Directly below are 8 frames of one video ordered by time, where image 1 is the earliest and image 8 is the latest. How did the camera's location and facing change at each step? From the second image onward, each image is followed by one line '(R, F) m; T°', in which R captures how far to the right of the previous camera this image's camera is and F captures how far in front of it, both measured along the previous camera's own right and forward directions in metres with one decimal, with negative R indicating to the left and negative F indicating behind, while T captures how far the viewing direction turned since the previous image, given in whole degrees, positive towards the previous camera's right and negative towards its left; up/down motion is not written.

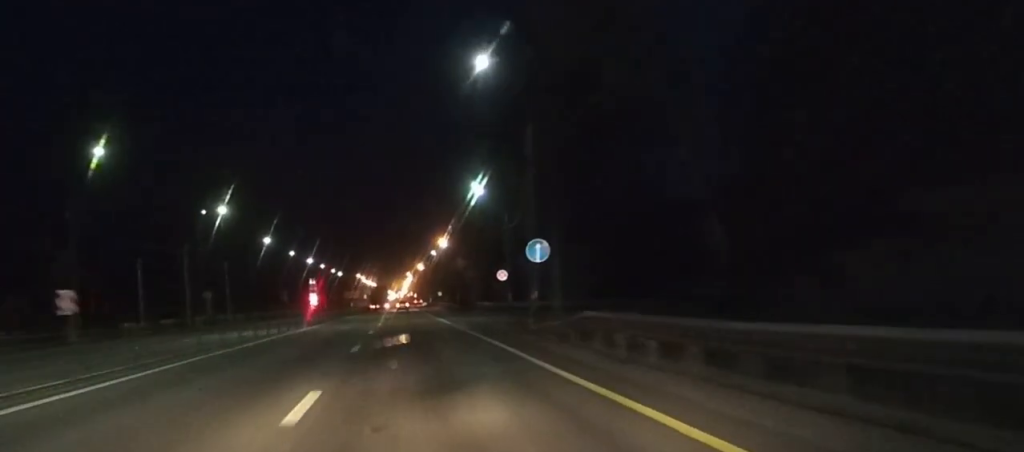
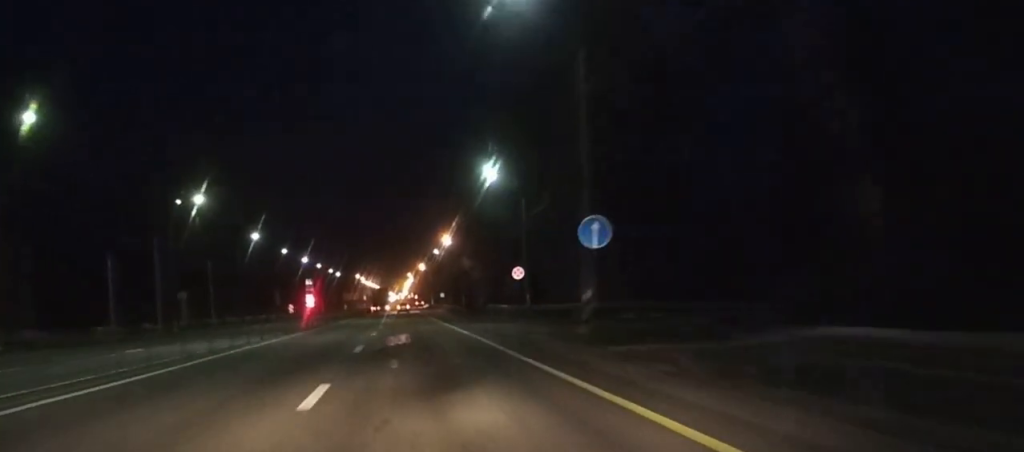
(0.0, +10.5) m; 0°
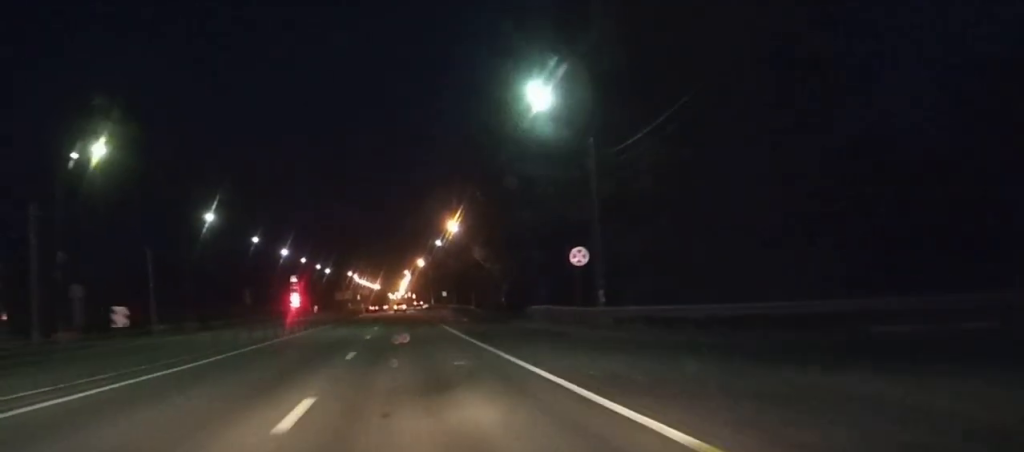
(0.0, +25.2) m; 0°
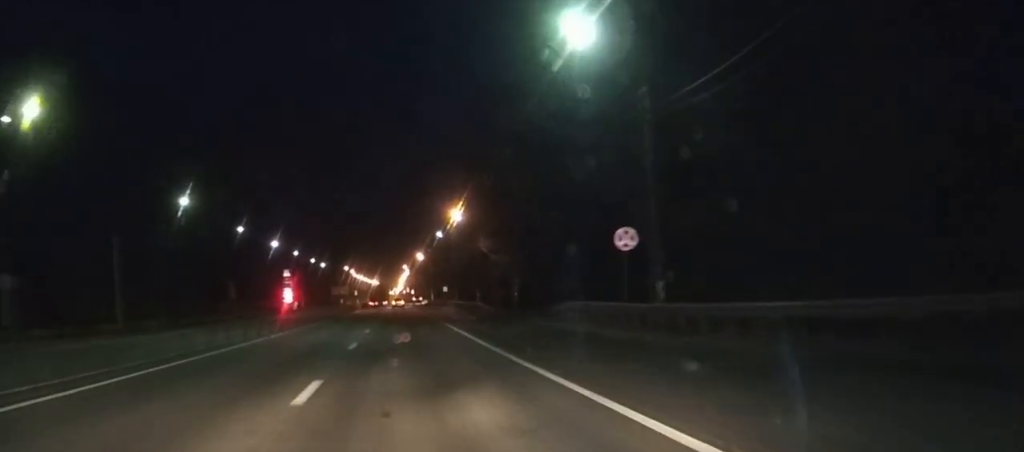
(0.0, +9.8) m; 0°
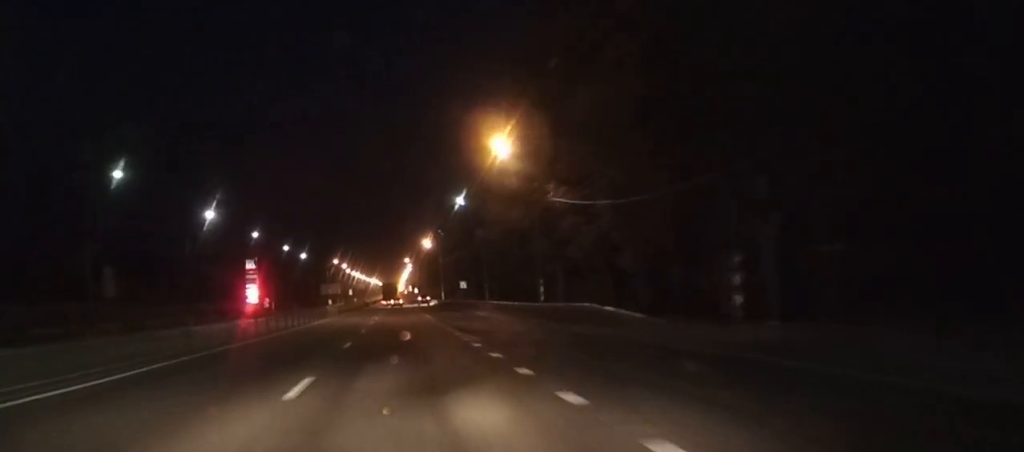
(+0.2, +46.6) m; 0°
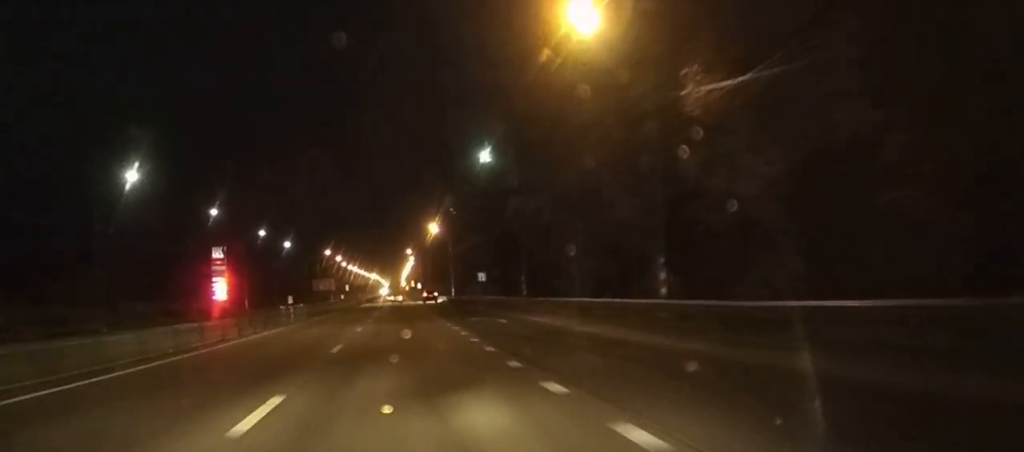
(0.0, +26.3) m; 0°
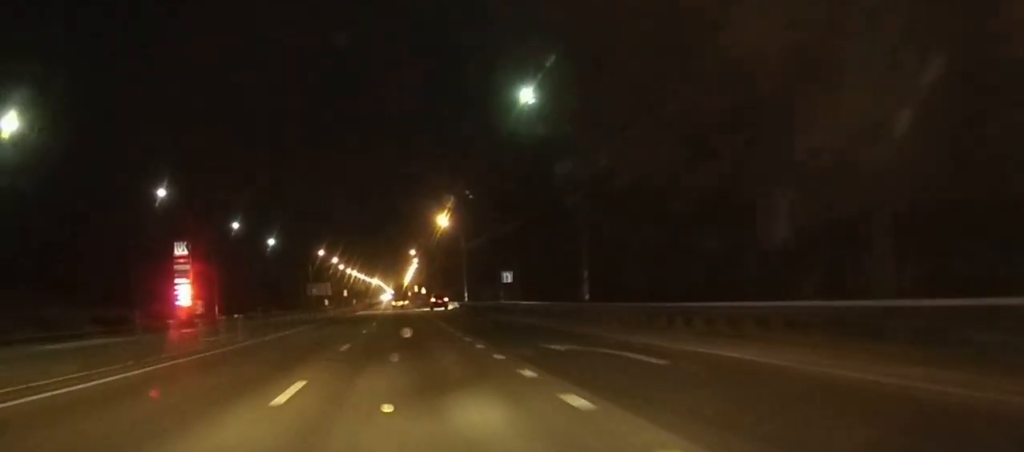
(0.0, +21.1) m; 0°
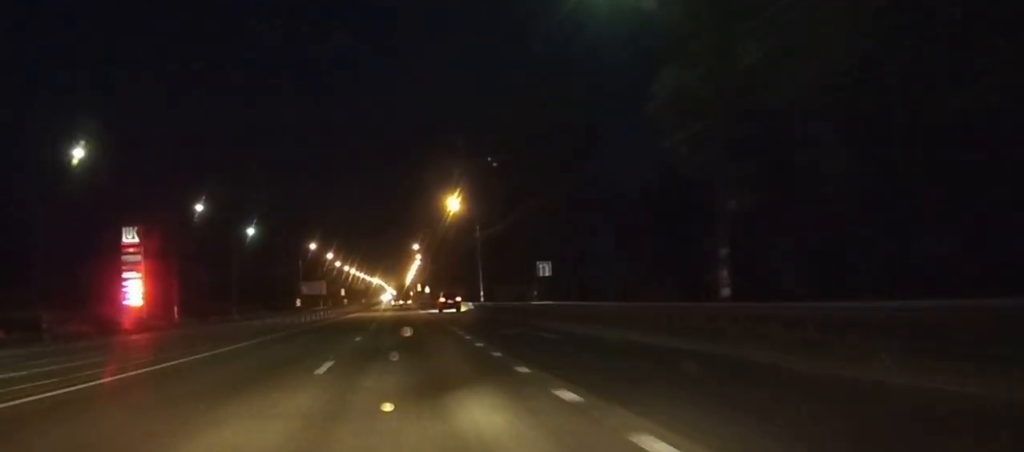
(0.0, +19.5) m; 0°
